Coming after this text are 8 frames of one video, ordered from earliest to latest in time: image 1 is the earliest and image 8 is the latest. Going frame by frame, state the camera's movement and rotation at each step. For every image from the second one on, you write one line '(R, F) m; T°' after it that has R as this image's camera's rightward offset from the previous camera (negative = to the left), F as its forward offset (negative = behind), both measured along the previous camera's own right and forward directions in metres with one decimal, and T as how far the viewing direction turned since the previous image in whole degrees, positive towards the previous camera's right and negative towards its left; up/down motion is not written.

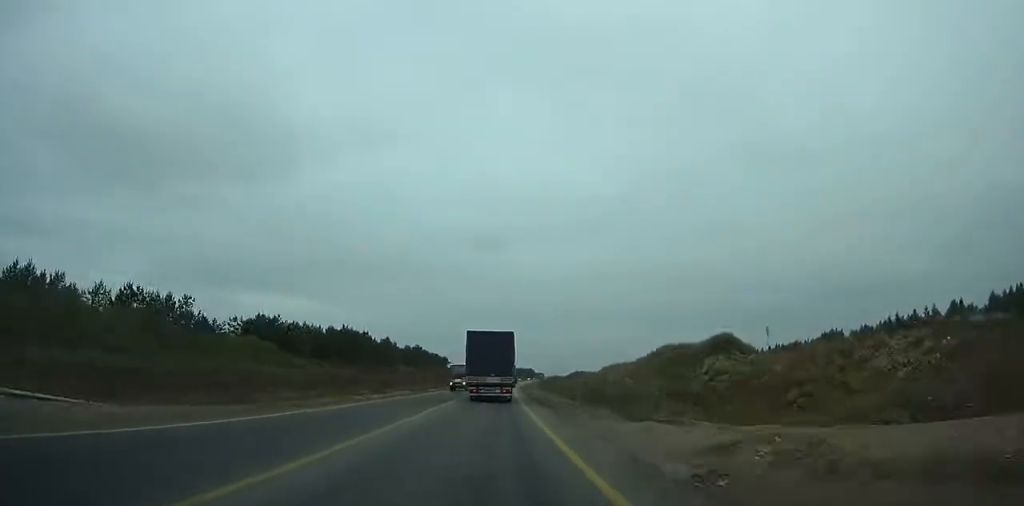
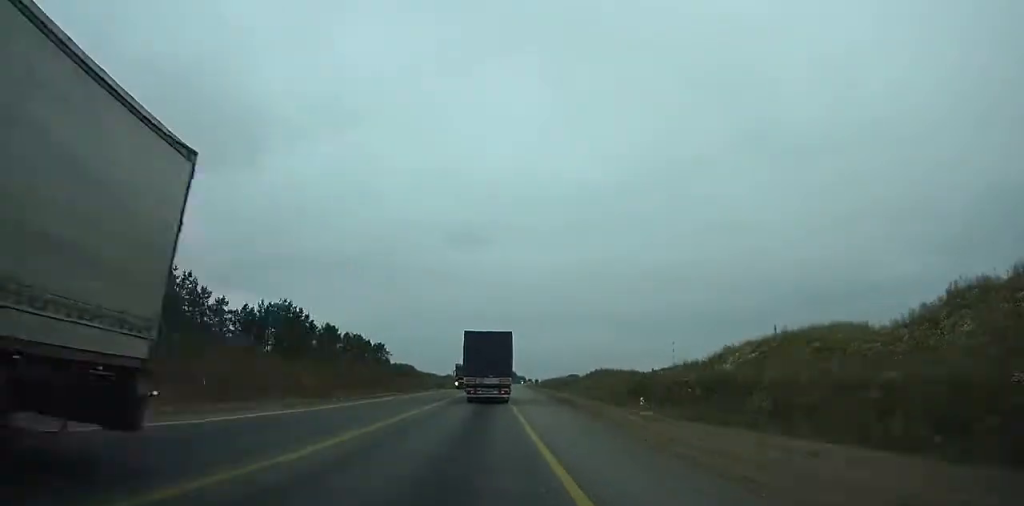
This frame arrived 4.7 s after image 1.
(+3.8, +107.0) m; +3°
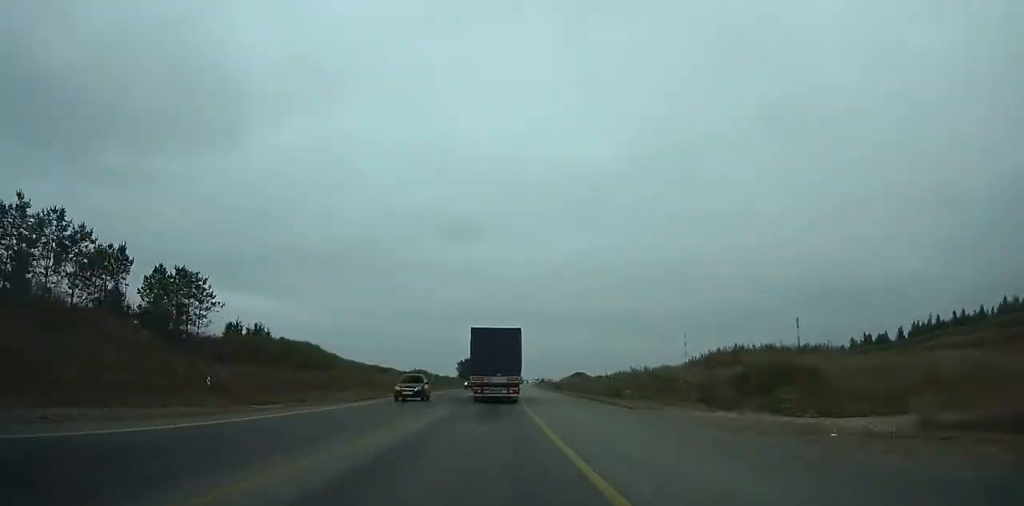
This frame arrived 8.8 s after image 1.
(+1.0, +90.0) m; +1°
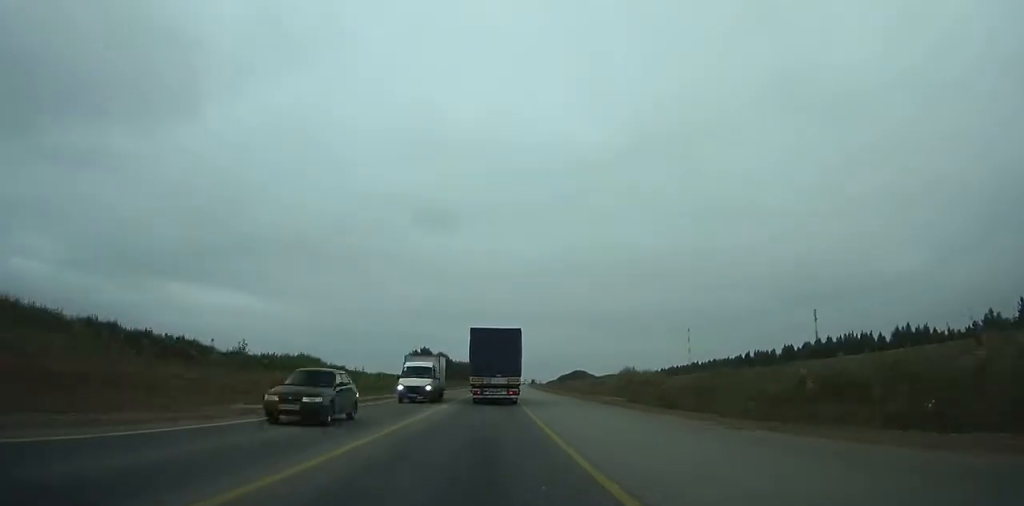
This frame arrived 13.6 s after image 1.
(+1.2, +103.7) m; +2°
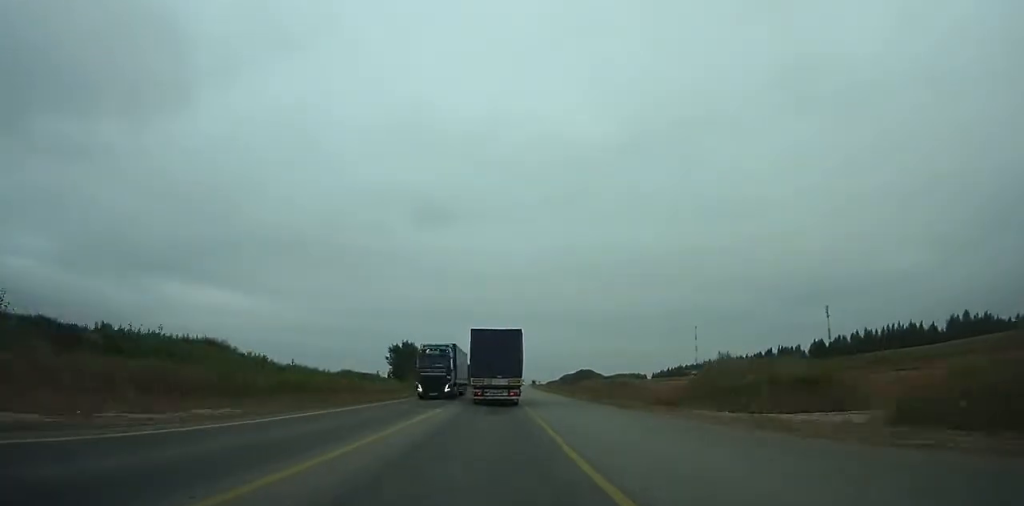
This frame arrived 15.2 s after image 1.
(+0.1, +34.6) m; +1°
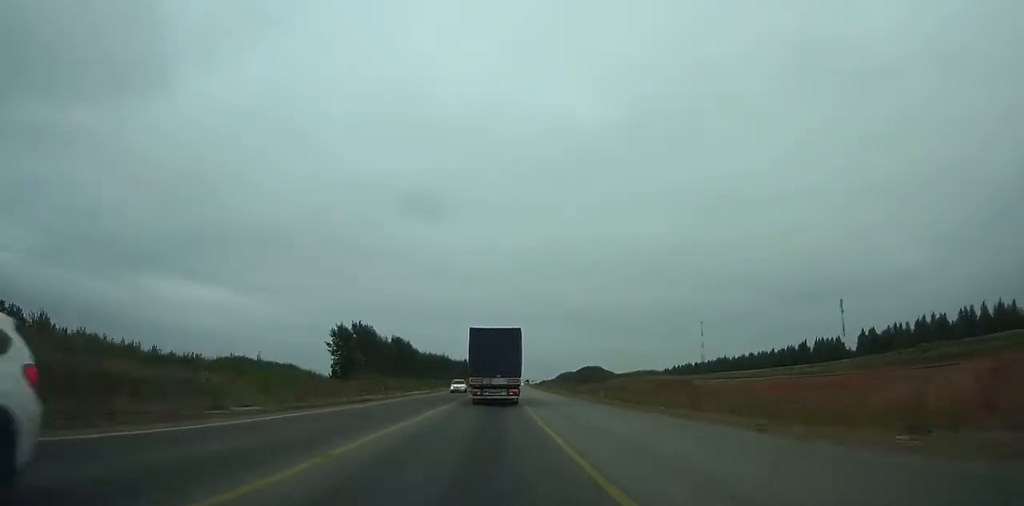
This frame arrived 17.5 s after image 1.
(+0.5, +49.8) m; +1°
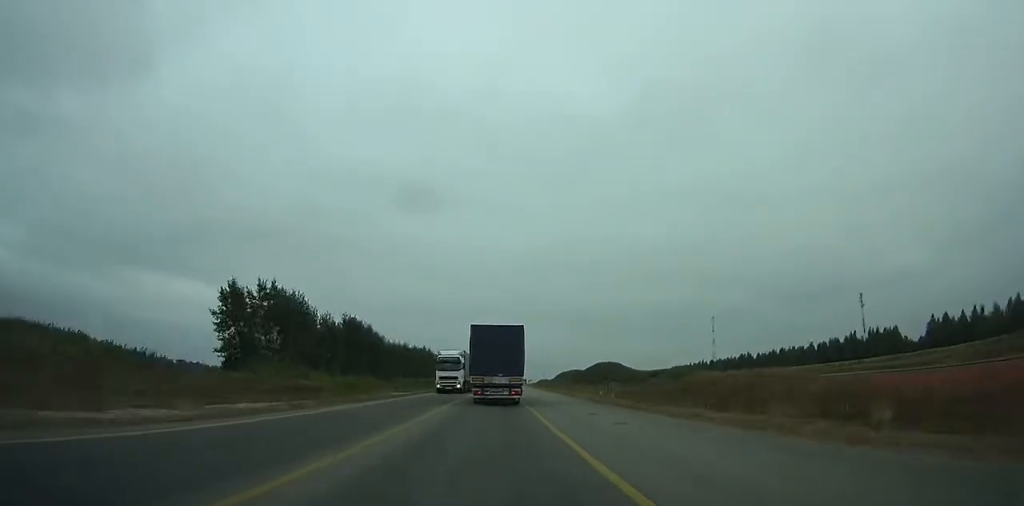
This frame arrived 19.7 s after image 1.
(+0.4, +47.9) m; +1°
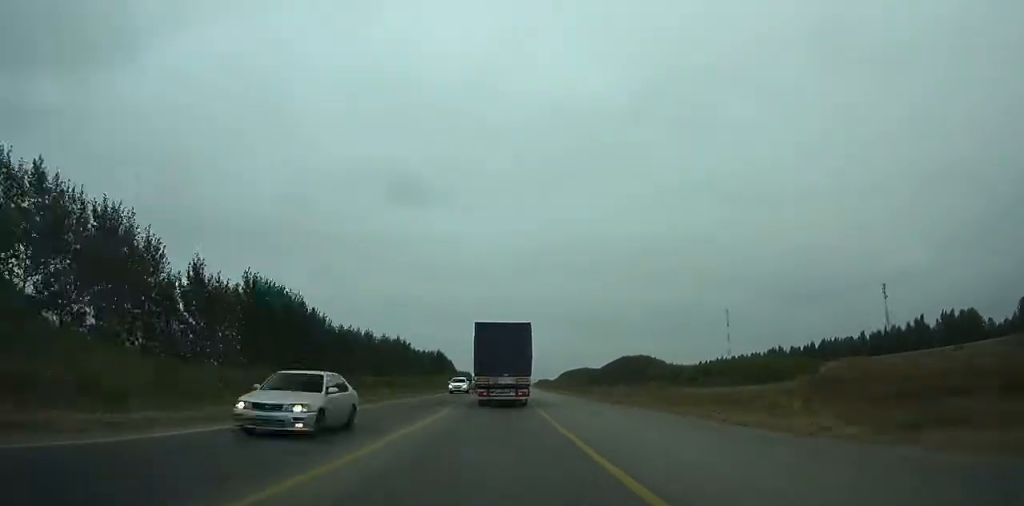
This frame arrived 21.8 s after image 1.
(+0.3, +46.0) m; +1°
